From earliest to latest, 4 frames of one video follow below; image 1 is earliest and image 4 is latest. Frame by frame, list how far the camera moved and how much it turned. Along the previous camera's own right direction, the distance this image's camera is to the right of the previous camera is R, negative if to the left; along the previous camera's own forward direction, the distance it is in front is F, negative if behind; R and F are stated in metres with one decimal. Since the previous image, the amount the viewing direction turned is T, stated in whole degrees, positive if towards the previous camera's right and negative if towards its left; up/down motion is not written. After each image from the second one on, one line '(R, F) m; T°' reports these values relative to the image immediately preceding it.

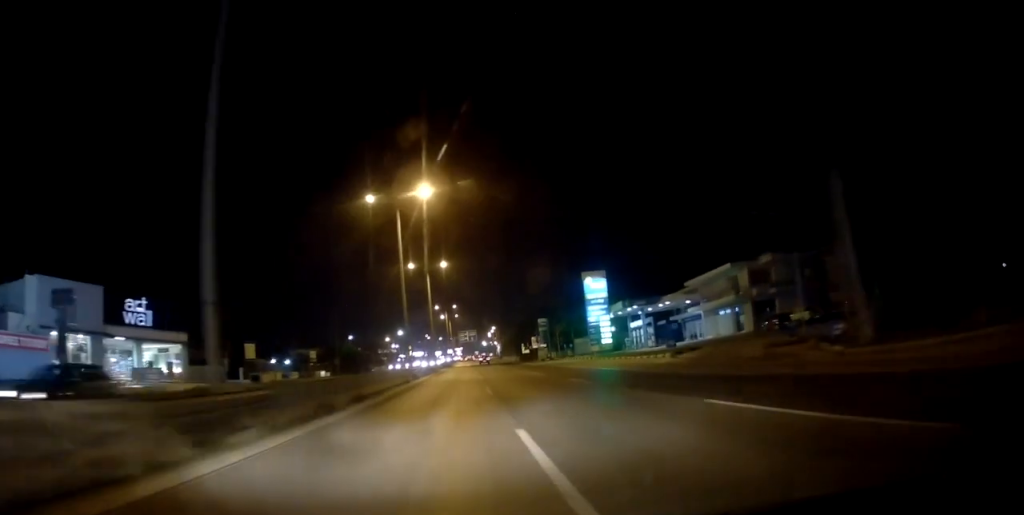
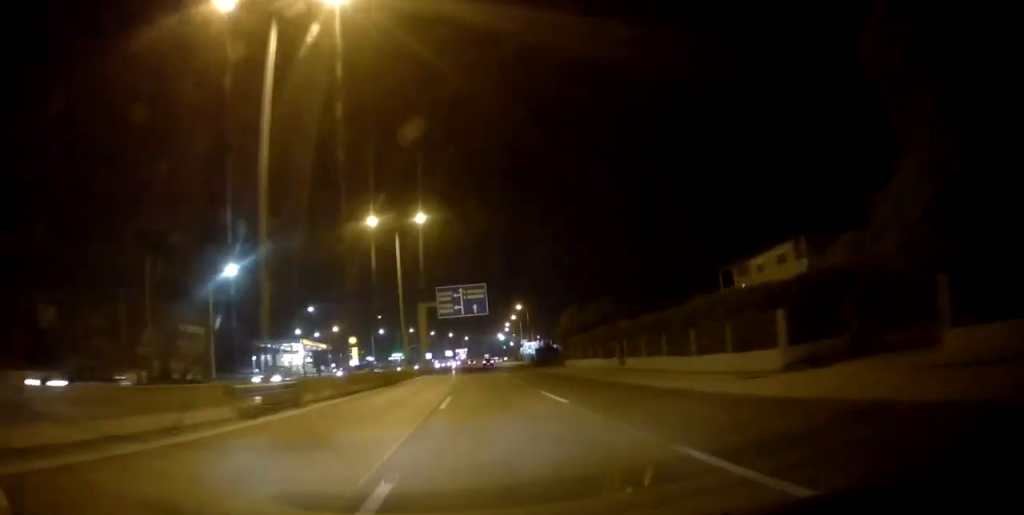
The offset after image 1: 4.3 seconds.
(-1.8, +121.4) m; -1°
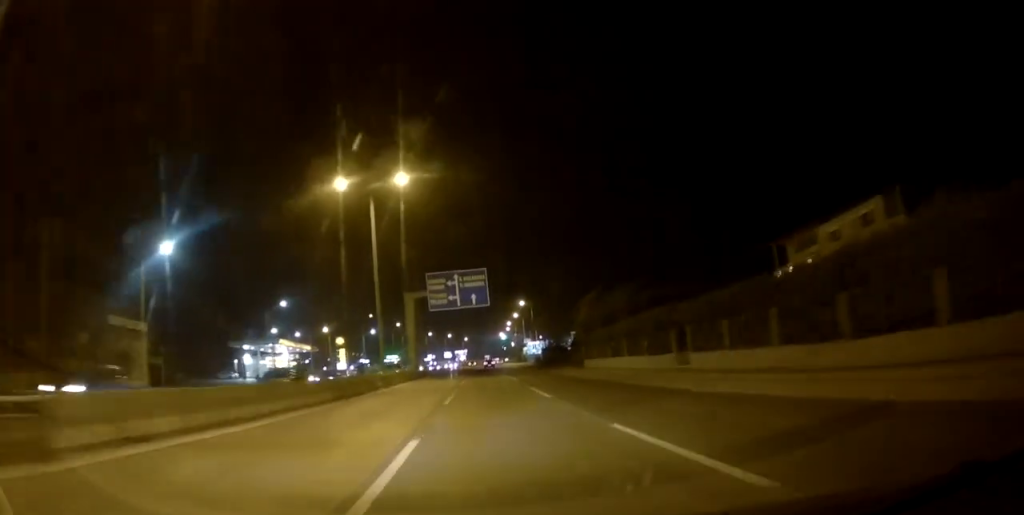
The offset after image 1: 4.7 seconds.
(+0.1, +11.4) m; 0°
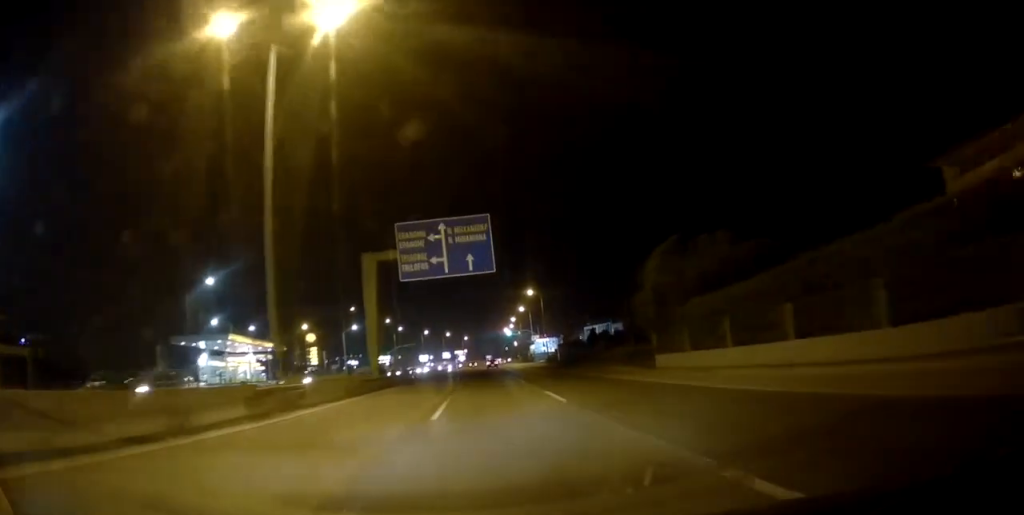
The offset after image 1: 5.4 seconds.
(-0.3, +19.8) m; 0°
